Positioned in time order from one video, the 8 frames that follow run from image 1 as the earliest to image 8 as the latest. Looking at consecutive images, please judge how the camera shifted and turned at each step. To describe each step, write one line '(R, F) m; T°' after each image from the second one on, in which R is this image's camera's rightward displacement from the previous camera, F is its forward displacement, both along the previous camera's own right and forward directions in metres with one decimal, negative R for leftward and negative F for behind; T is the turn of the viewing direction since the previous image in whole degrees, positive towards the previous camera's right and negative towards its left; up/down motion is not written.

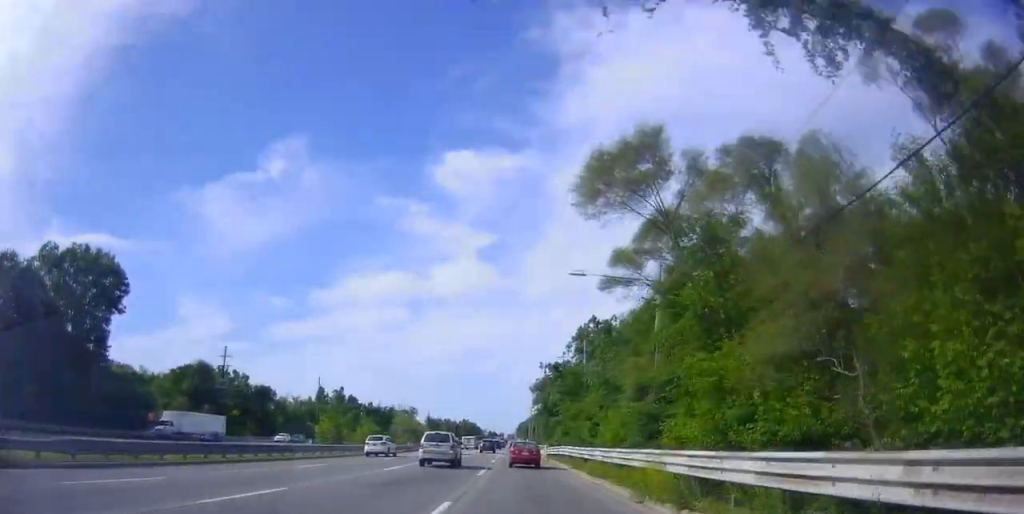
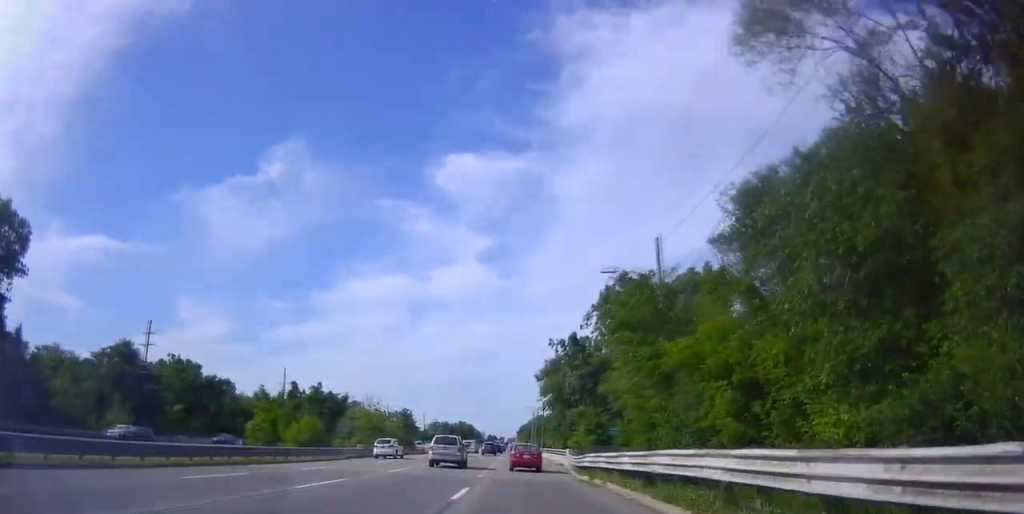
(-0.5, +26.5) m; -1°
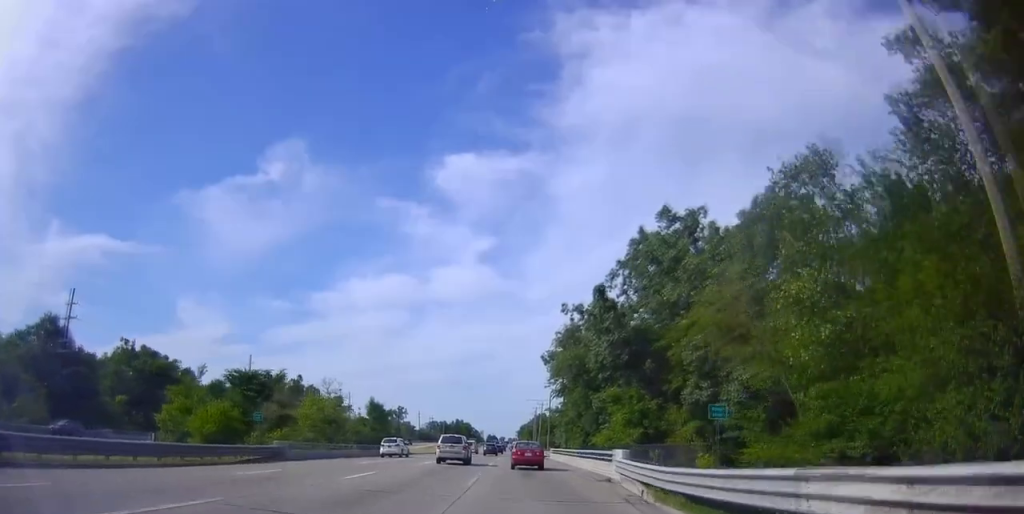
(+0.3, +20.1) m; -2°
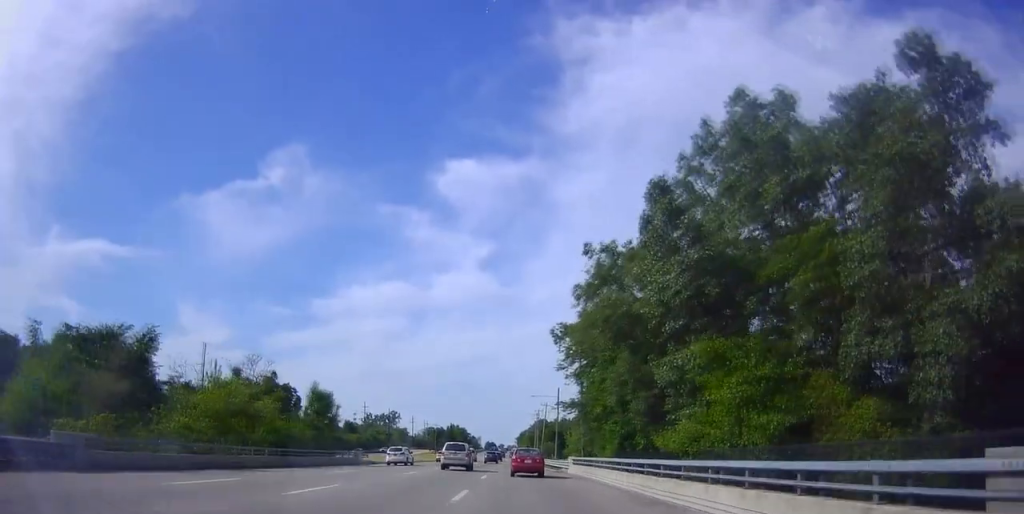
(-0.9, +20.1) m; -2°
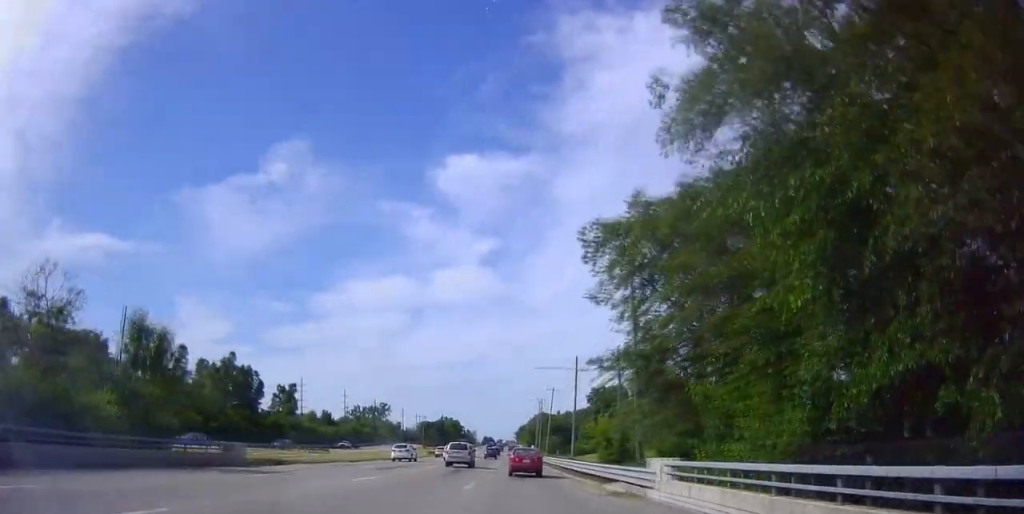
(+0.4, +25.2) m; +3°
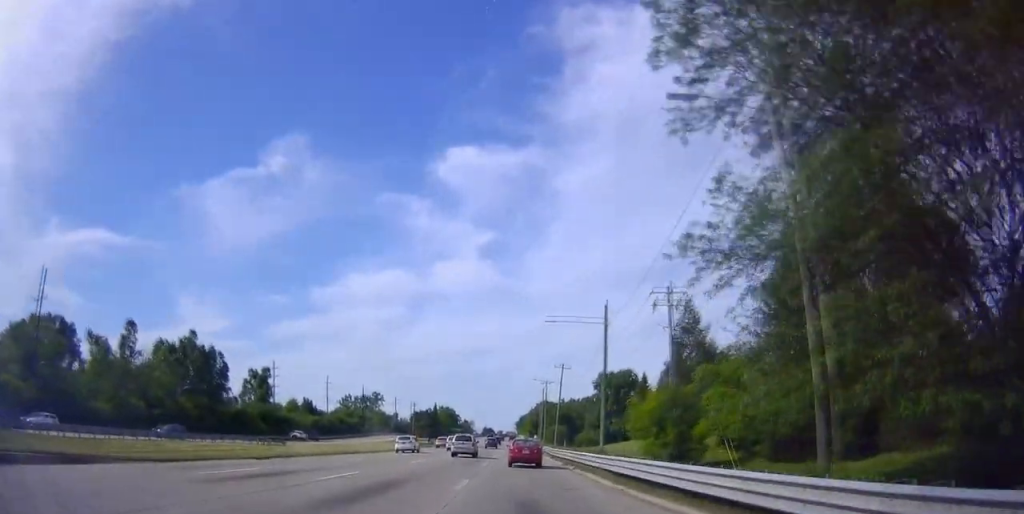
(+0.7, +19.0) m; +1°
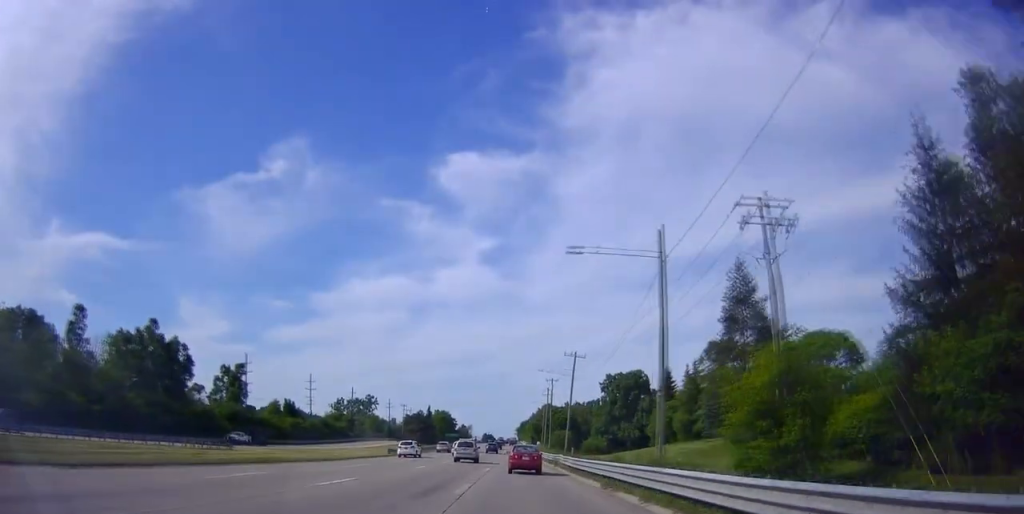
(-0.4, +15.4) m; +1°
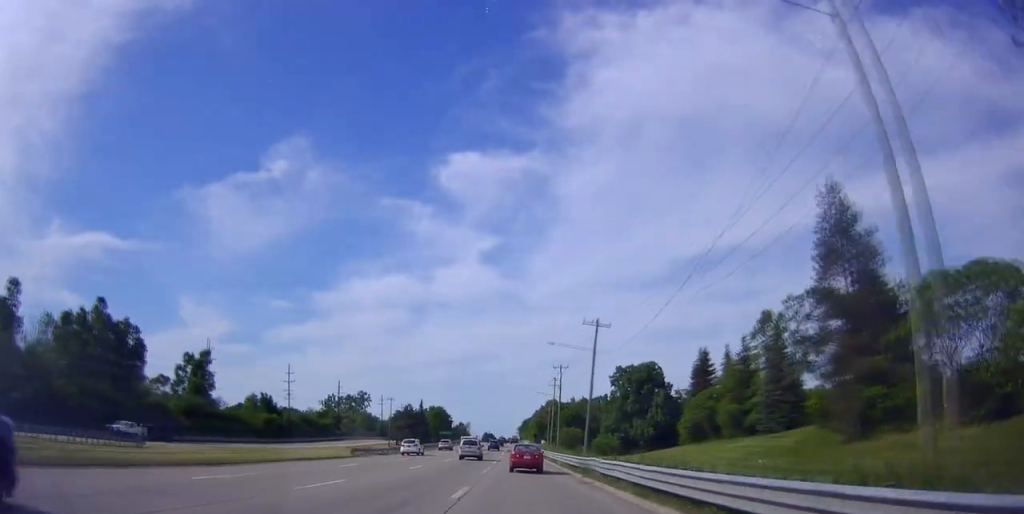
(+0.5, +16.7) m; 0°
